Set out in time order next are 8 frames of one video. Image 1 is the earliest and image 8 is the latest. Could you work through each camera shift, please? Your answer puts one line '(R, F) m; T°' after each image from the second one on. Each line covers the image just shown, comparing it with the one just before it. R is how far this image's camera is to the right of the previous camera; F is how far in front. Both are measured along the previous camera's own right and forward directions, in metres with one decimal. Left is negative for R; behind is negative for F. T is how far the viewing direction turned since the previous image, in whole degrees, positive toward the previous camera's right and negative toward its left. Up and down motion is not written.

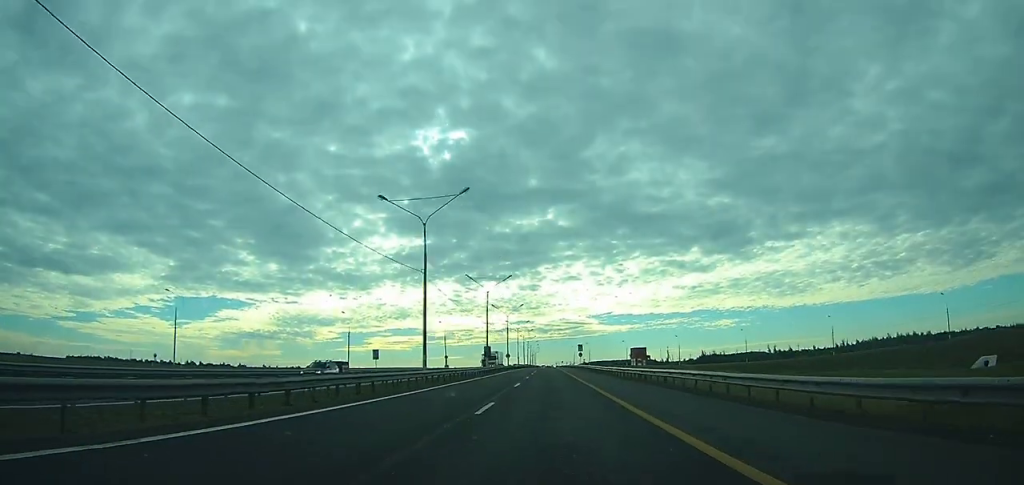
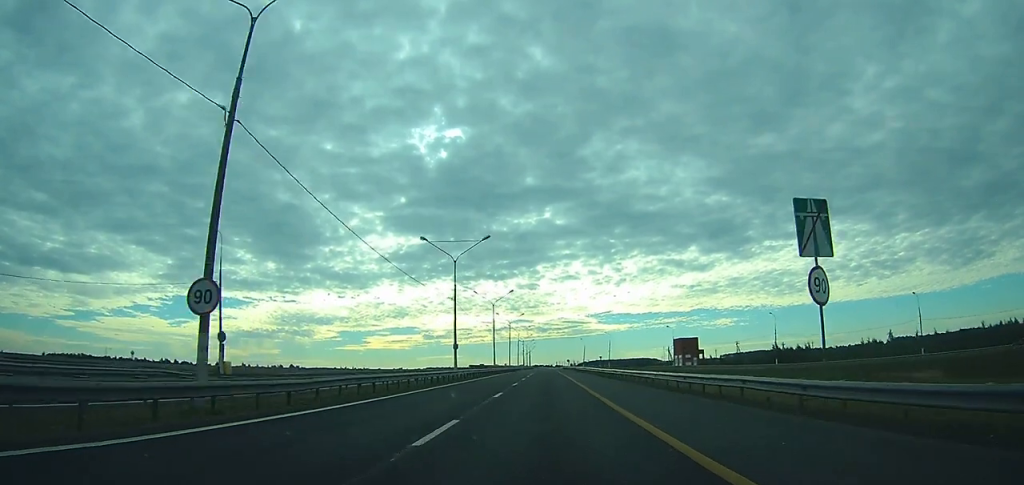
(+0.1, +97.9) m; 0°
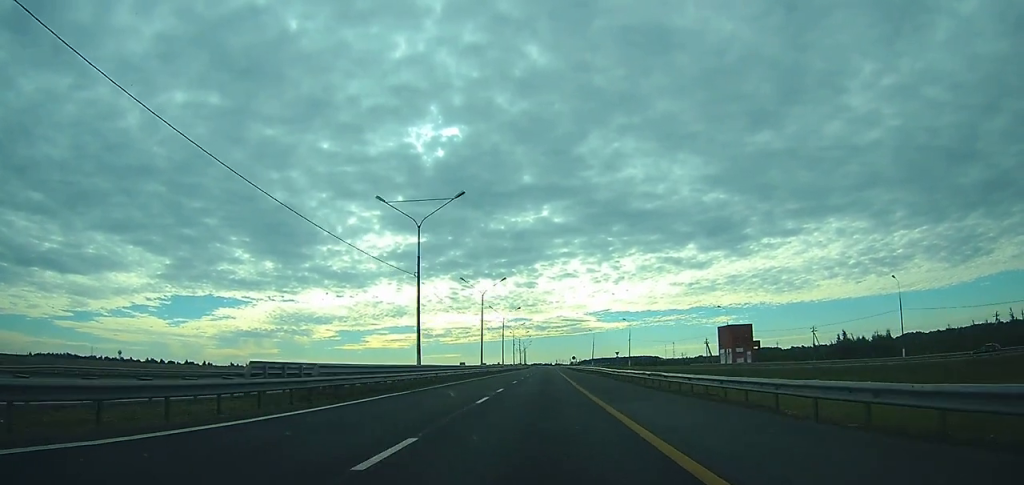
(0.0, +52.5) m; 0°
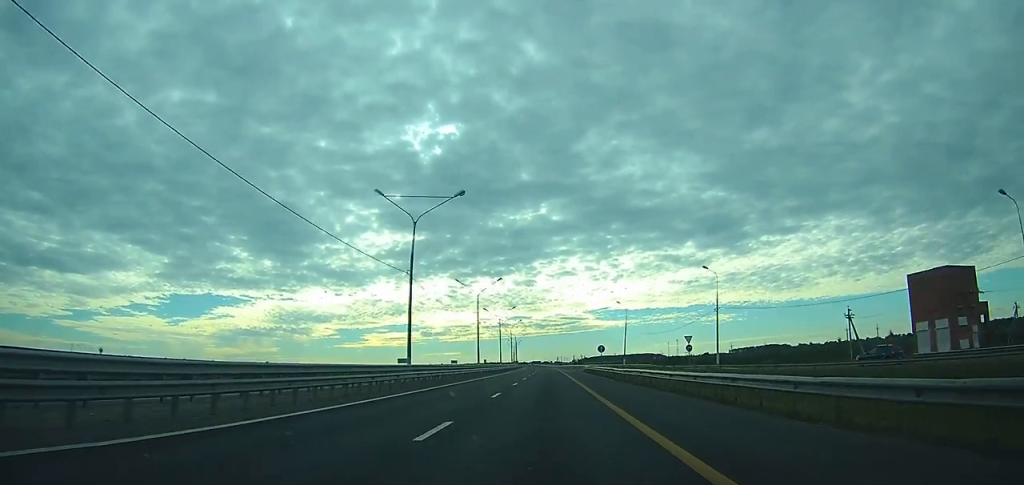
(0.0, +78.9) m; 0°
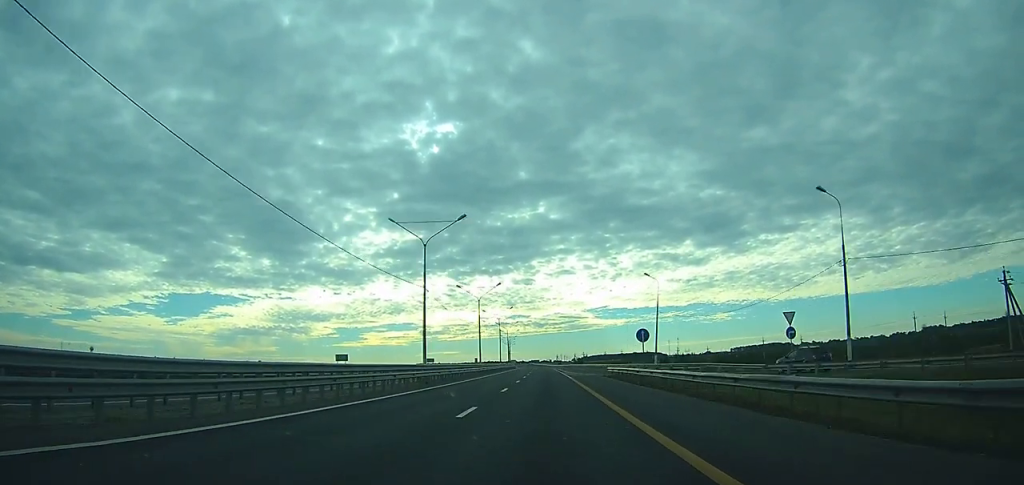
(+0.1, +31.9) m; 0°
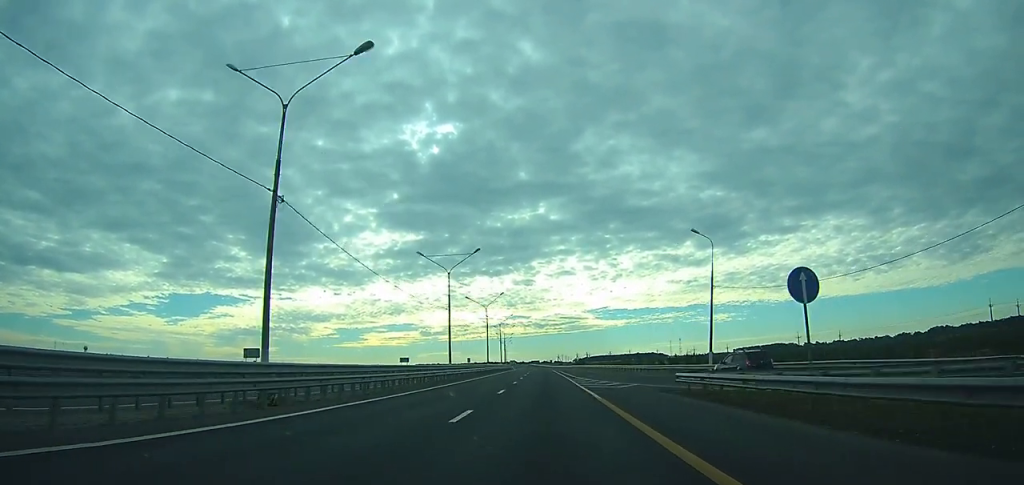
(0.0, +24.3) m; 0°
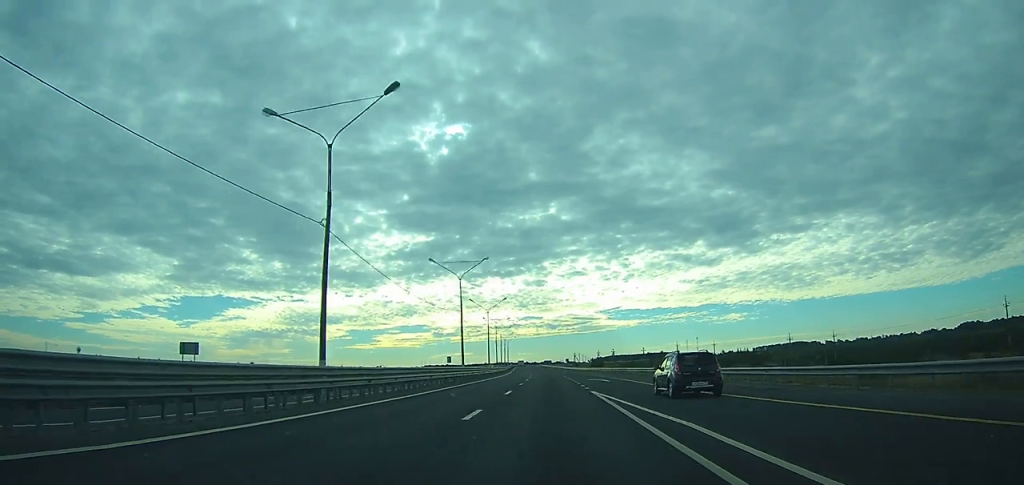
(-0.4, +68.1) m; -1°
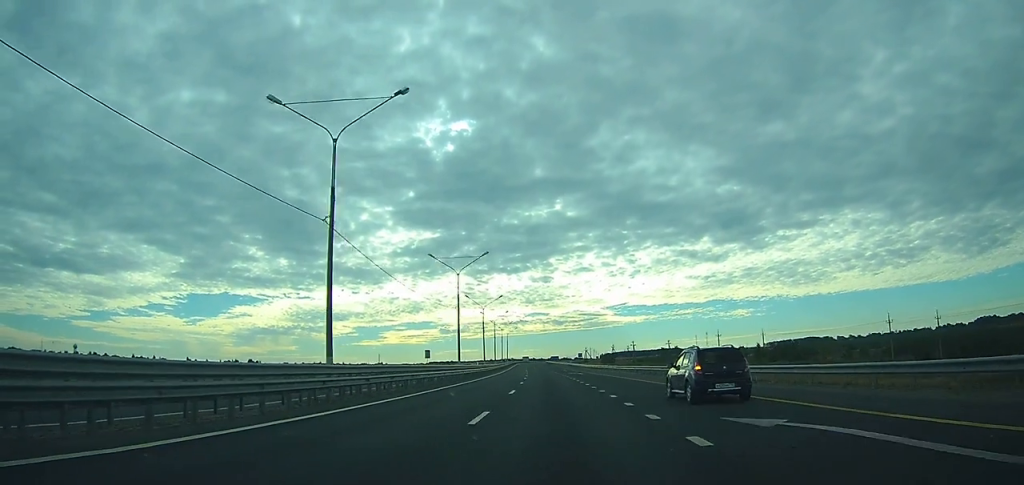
(-0.2, +36.9) m; -1°
